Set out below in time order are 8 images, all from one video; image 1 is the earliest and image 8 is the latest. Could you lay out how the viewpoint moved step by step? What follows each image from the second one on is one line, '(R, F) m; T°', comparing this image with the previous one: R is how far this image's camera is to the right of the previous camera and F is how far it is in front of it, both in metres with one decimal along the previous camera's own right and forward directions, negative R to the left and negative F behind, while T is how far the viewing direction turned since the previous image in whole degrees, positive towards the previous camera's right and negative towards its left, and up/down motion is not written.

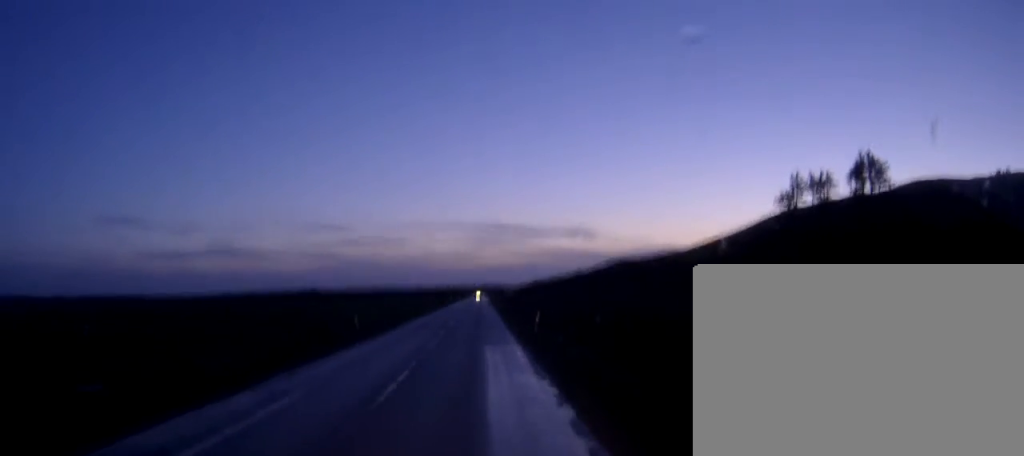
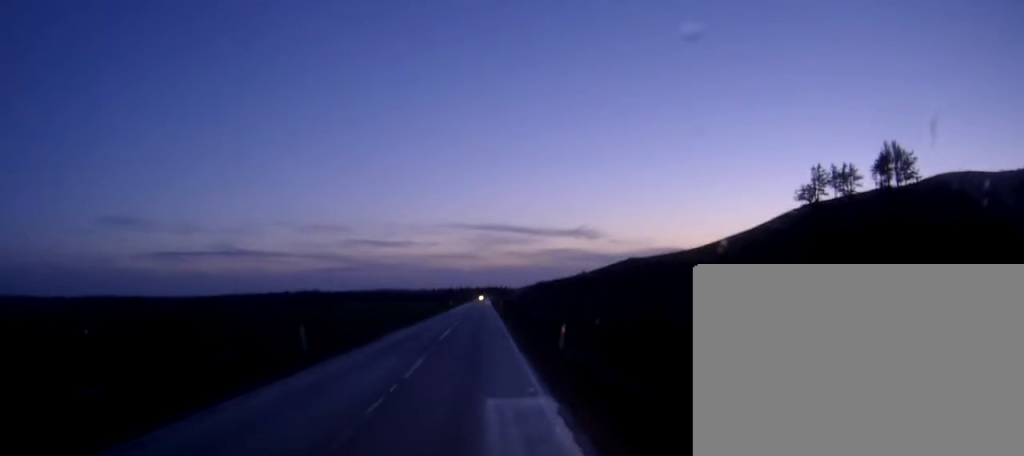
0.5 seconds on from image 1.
(0.0, +11.0) m; 0°
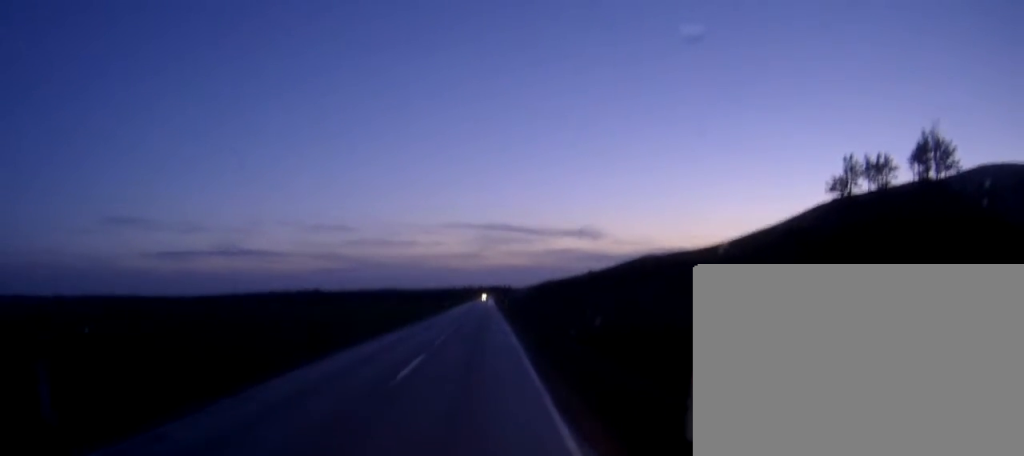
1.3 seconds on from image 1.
(-0.1, +15.7) m; 0°
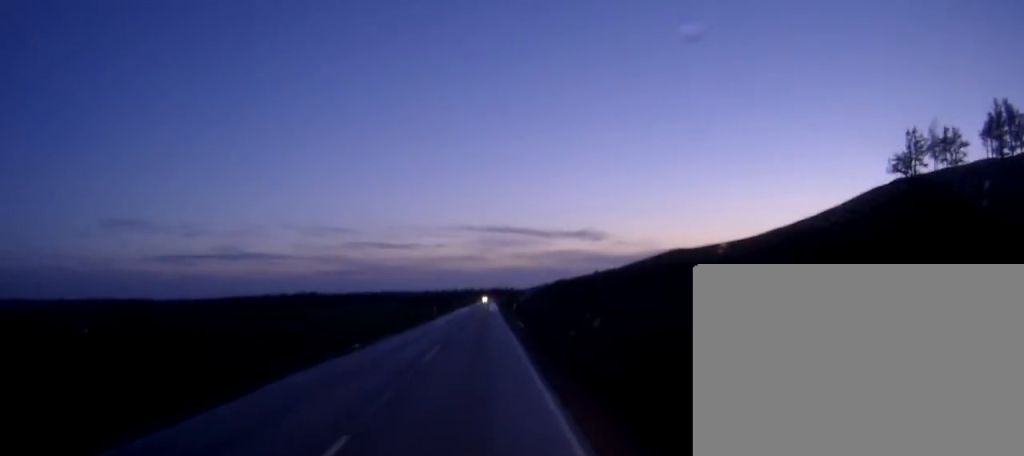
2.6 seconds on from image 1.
(+0.1, +27.2) m; +1°
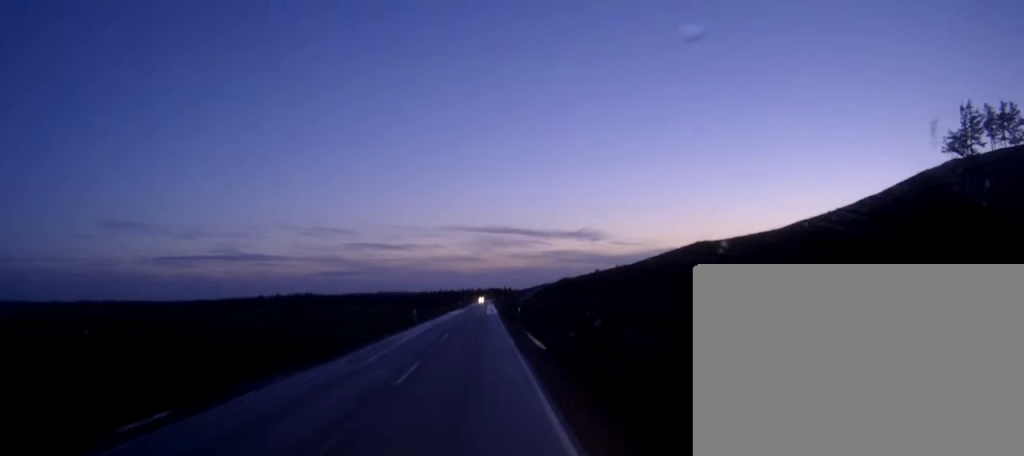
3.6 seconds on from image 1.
(0.0, +20.2) m; 0°
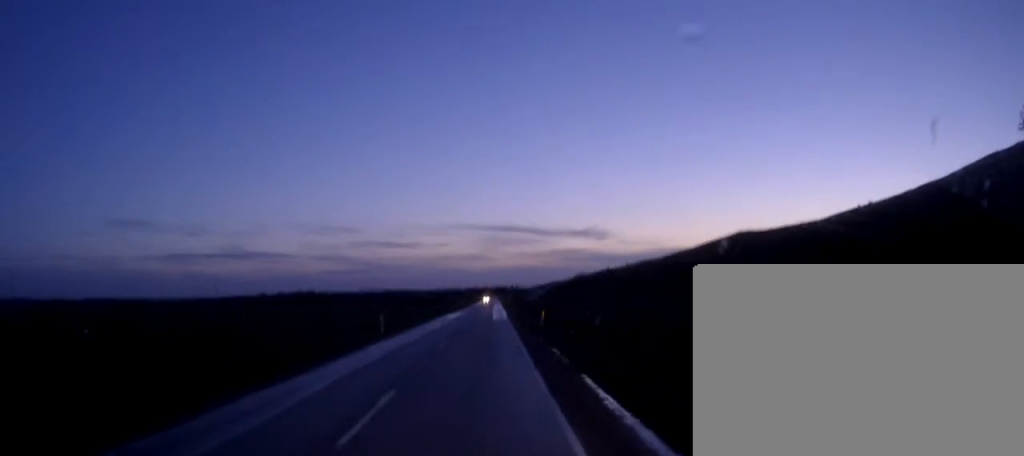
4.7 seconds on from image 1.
(-0.1, +20.9) m; 0°
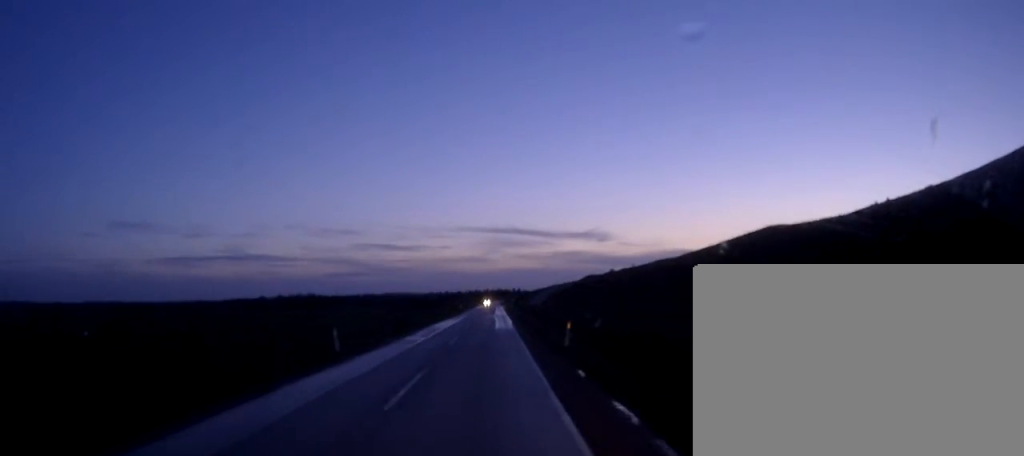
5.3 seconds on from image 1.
(0.0, +12.2) m; -1°
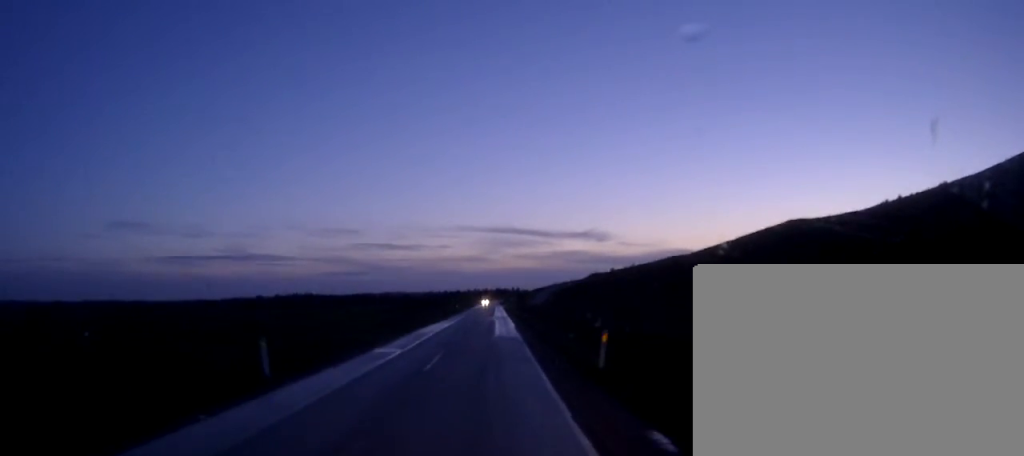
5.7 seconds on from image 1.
(0.0, +8.8) m; 0°
